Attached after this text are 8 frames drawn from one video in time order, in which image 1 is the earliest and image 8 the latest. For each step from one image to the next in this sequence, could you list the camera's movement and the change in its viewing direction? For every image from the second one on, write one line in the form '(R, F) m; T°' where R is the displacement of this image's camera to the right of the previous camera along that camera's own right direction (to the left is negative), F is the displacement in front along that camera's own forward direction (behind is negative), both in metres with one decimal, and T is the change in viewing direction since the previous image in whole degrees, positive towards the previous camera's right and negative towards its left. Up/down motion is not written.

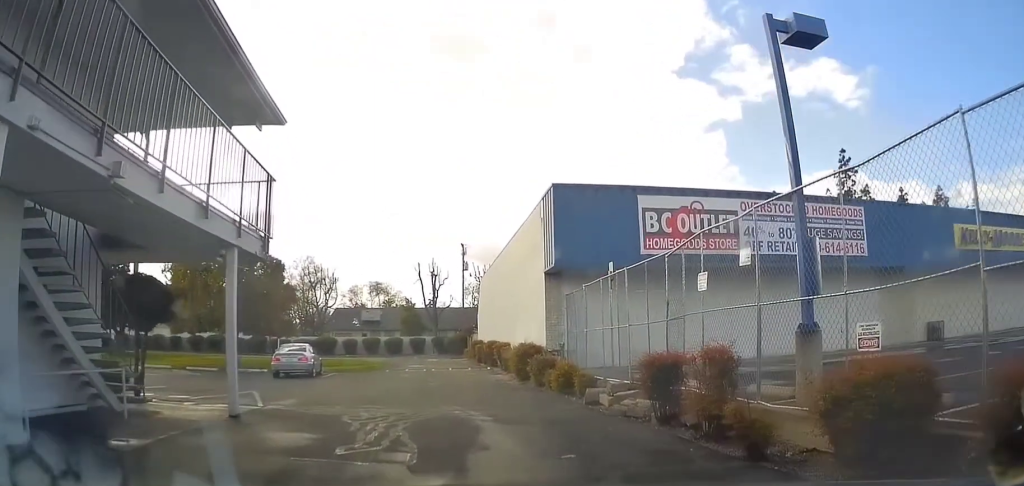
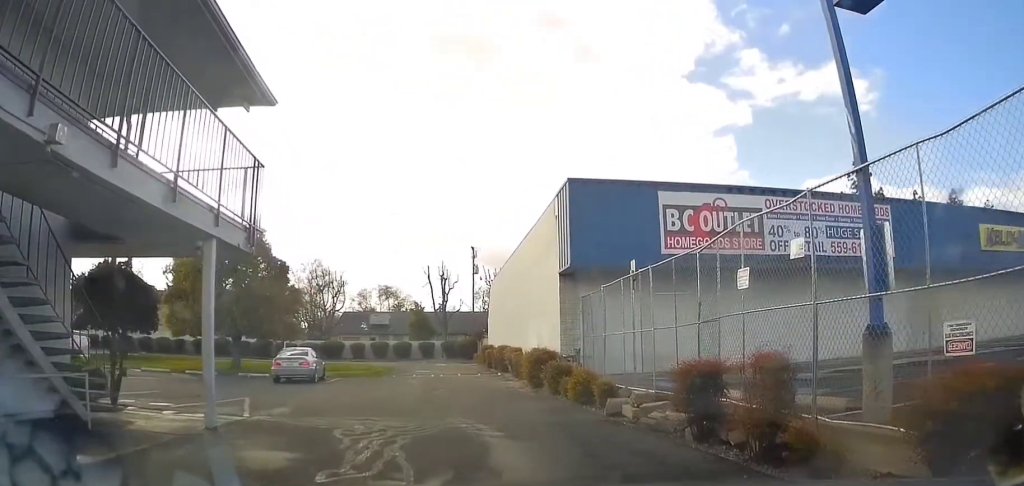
(0.0, +1.1) m; 0°
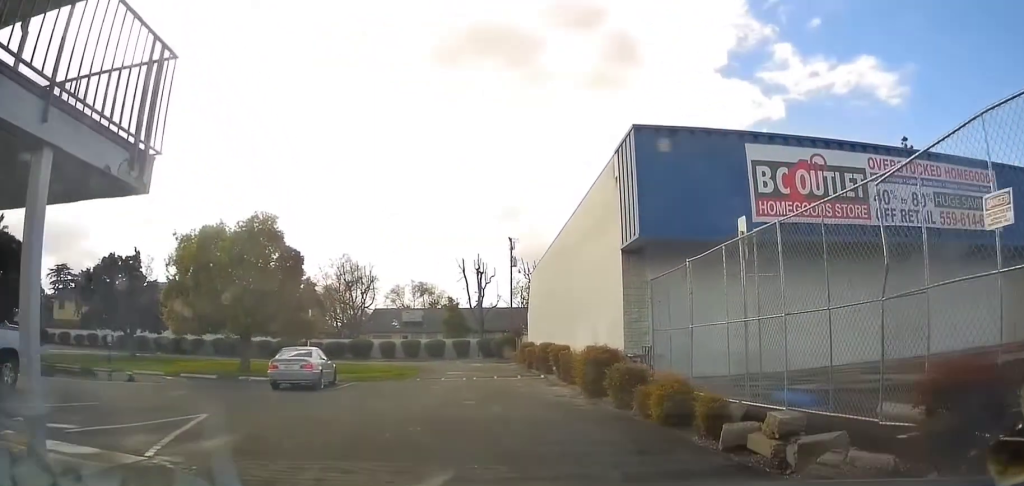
(0.0, +3.0) m; -2°
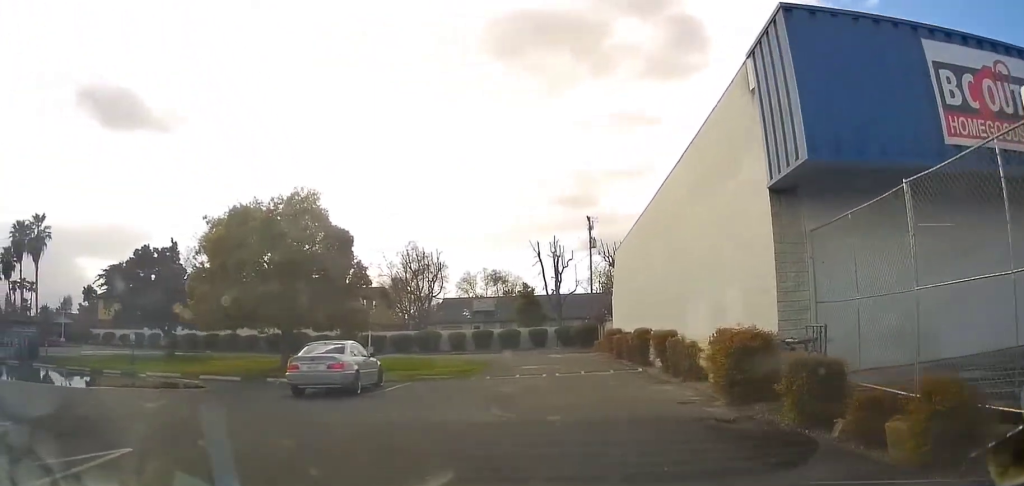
(-0.2, +3.8) m; -8°
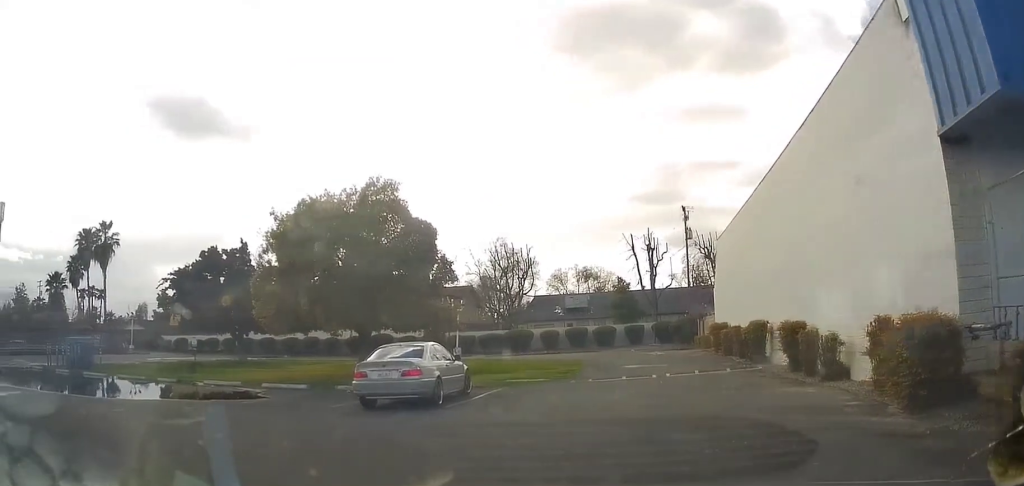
(-0.1, +2.3) m; -6°
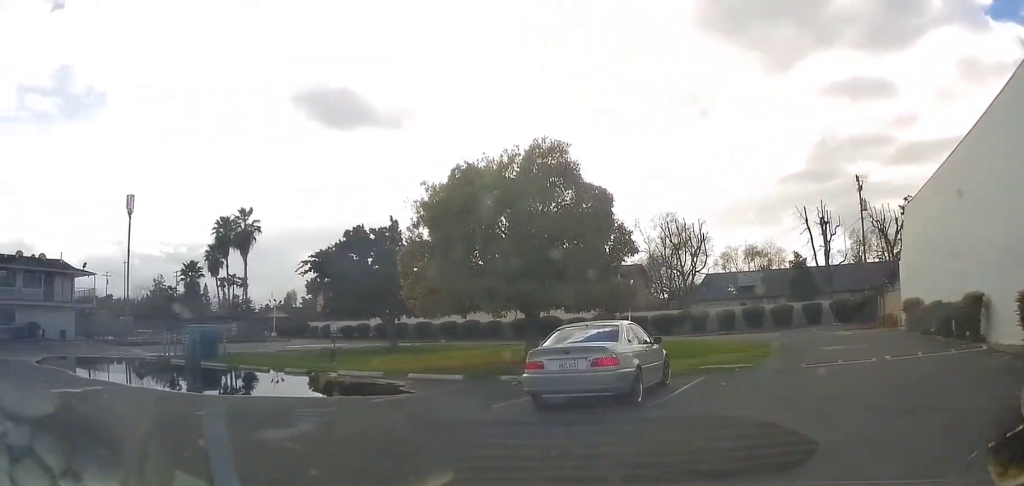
(-0.3, +3.2) m; -9°
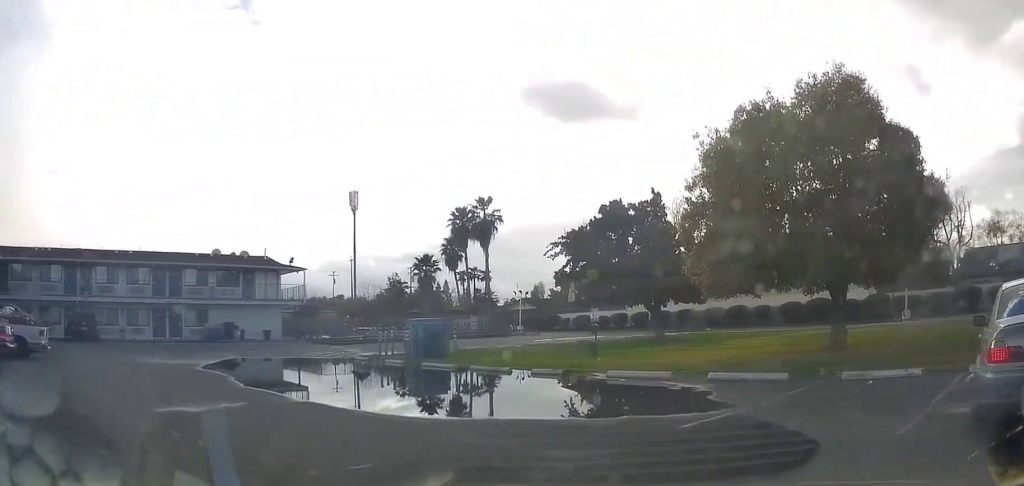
(-0.6, +4.9) m; -20°
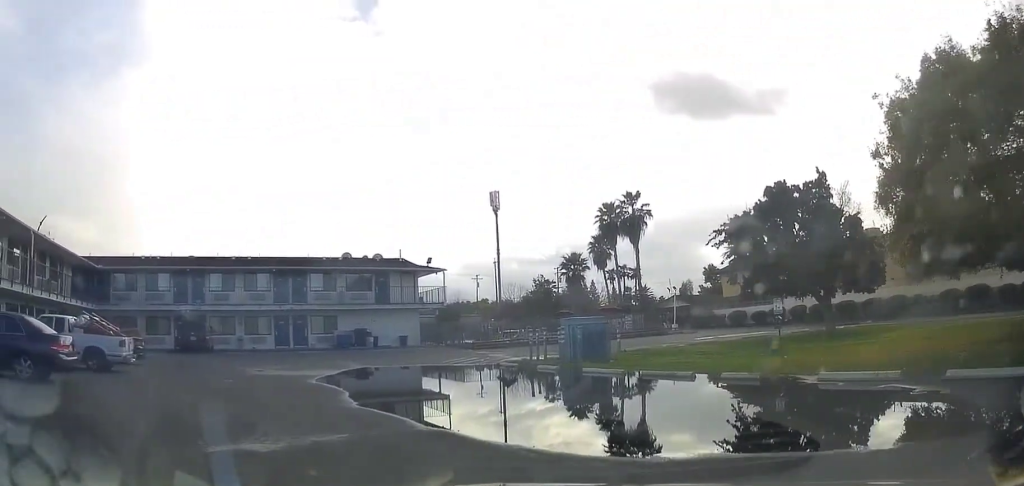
(-0.5, +3.2) m; -18°
